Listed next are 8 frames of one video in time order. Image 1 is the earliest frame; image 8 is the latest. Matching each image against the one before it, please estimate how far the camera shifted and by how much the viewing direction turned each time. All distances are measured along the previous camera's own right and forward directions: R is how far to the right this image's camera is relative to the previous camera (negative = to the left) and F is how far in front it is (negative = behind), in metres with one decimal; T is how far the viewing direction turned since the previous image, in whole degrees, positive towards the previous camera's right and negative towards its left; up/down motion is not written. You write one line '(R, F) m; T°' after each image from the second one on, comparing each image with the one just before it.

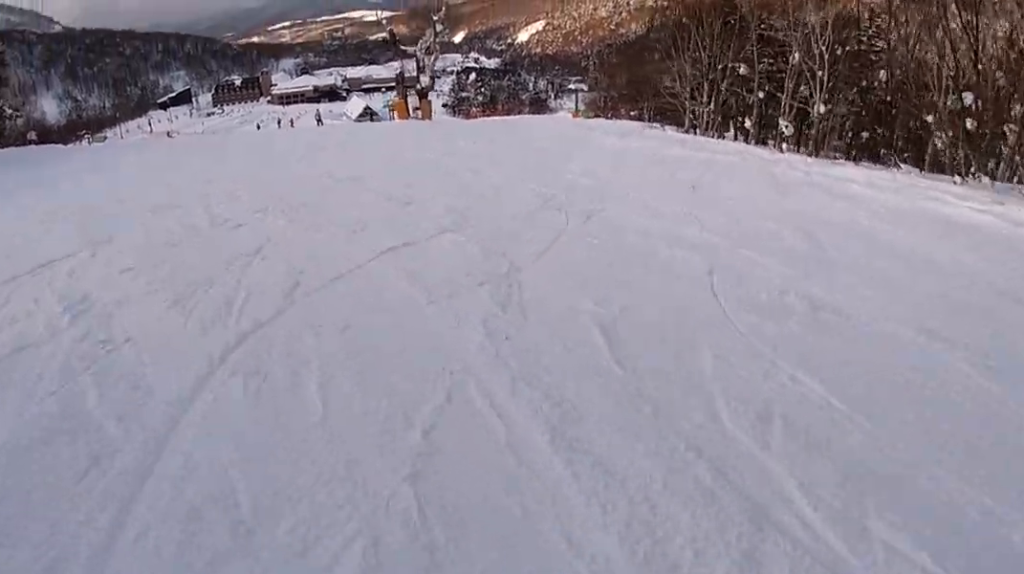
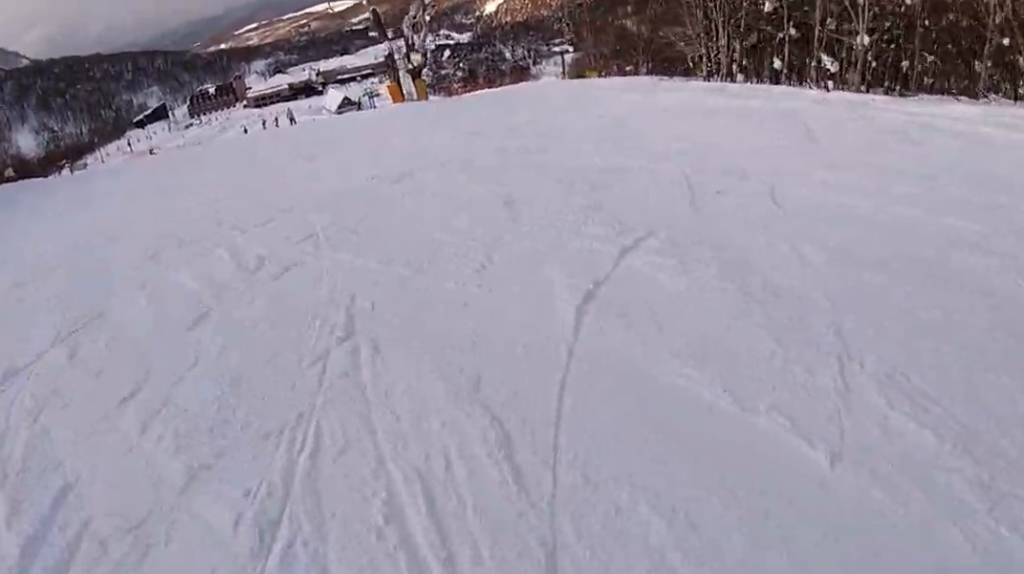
(-0.2, +3.9) m; +4°
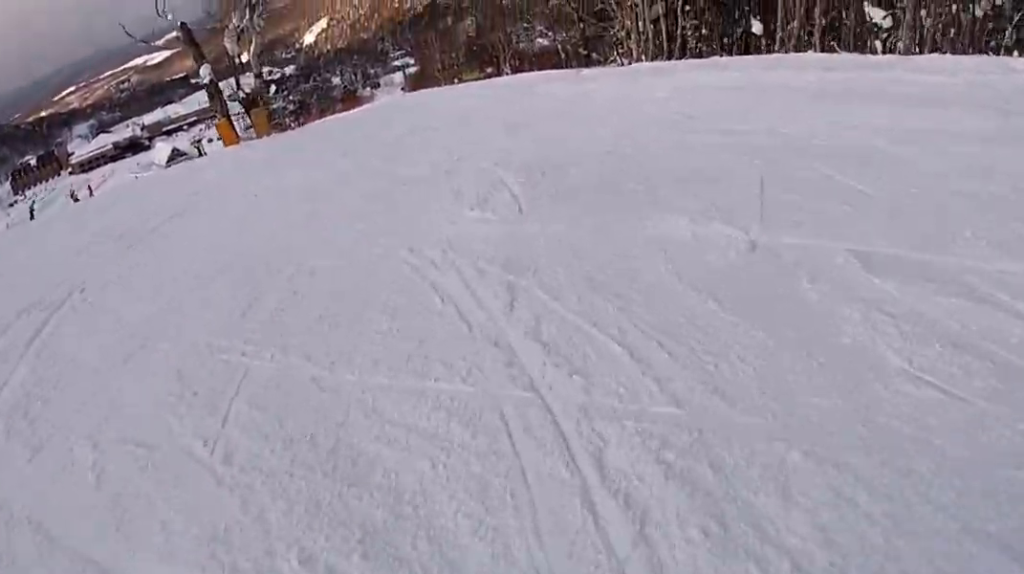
(+3.2, +13.5) m; +29°
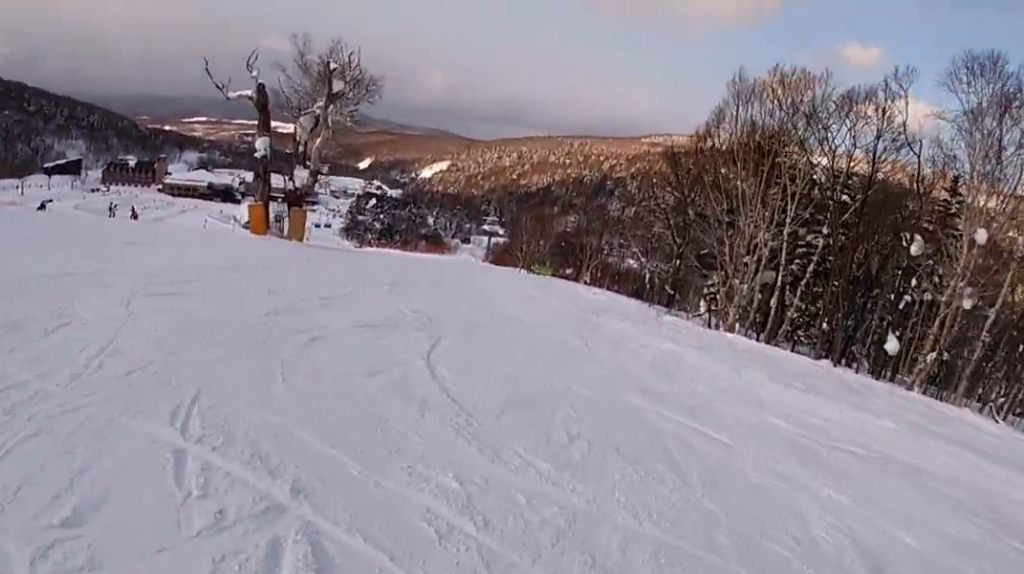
(+1.2, +7.3) m; +10°
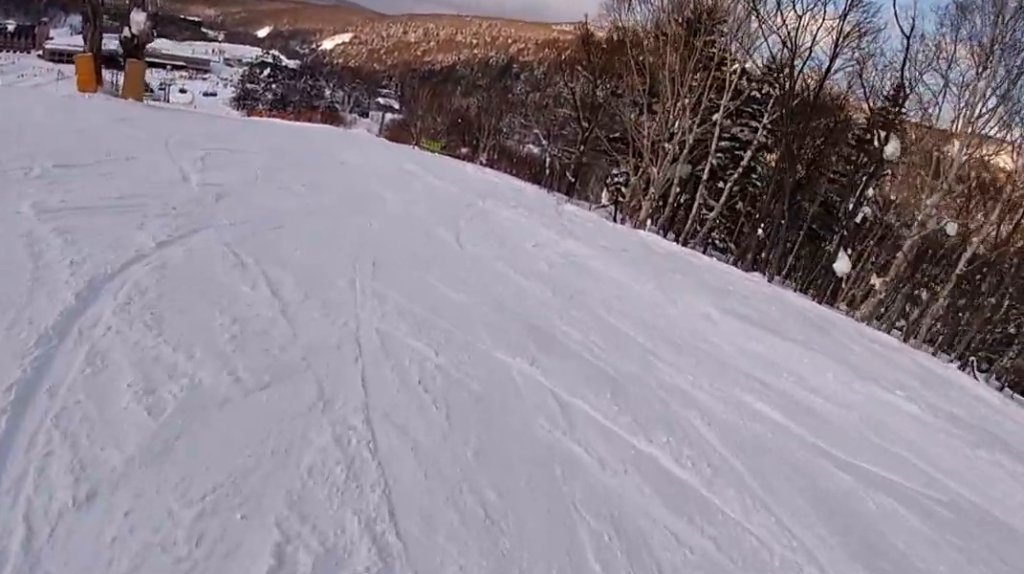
(+0.1, +4.6) m; -3°
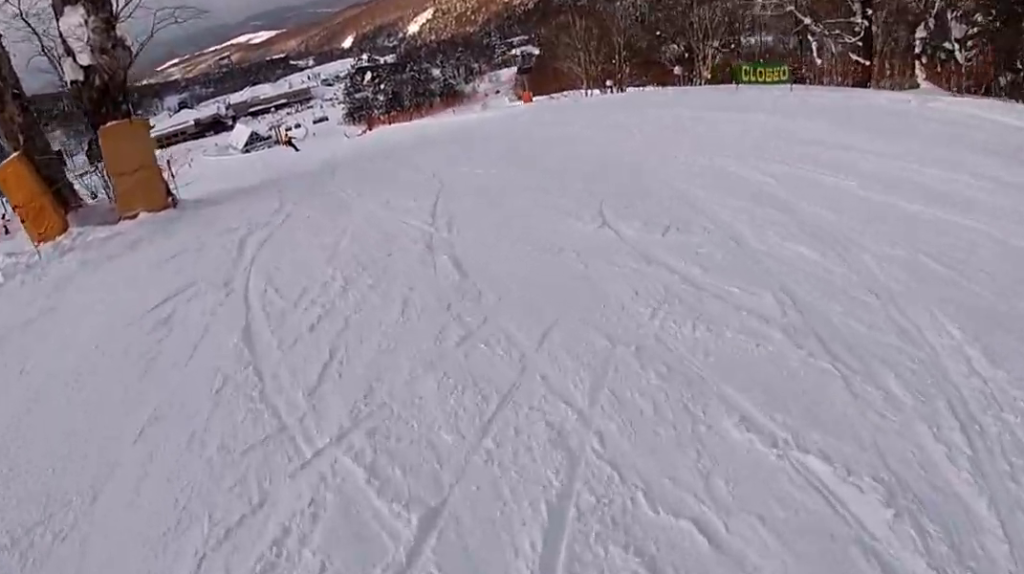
(-2.2, +18.8) m; -11°
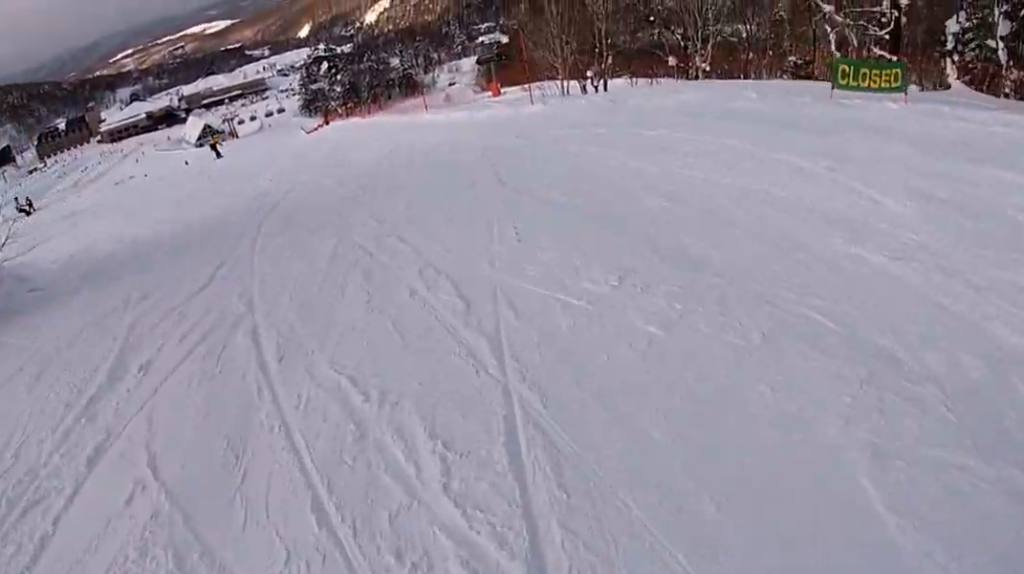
(-0.1, +5.9) m; -1°
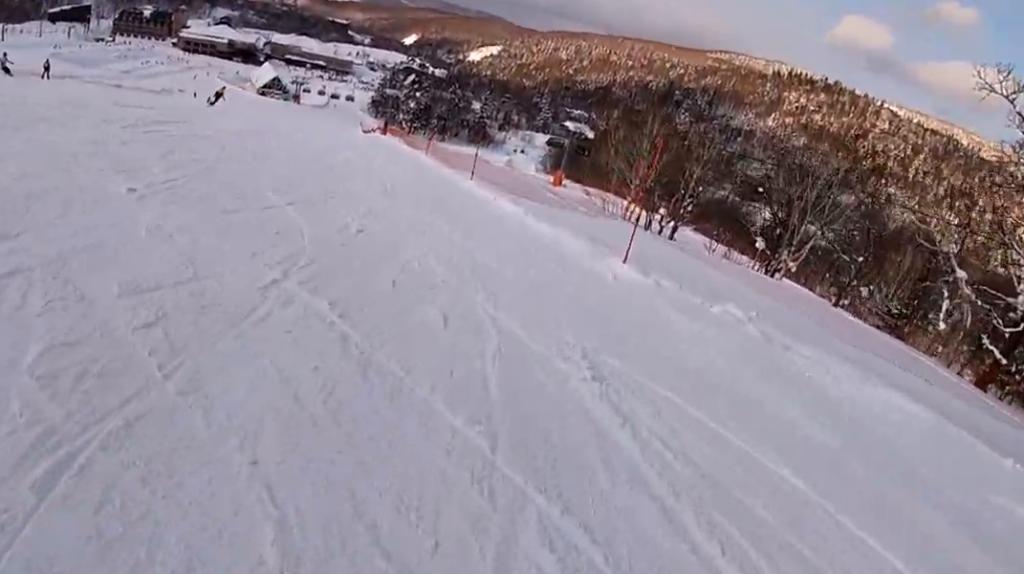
(-0.2, +6.9) m; -1°
